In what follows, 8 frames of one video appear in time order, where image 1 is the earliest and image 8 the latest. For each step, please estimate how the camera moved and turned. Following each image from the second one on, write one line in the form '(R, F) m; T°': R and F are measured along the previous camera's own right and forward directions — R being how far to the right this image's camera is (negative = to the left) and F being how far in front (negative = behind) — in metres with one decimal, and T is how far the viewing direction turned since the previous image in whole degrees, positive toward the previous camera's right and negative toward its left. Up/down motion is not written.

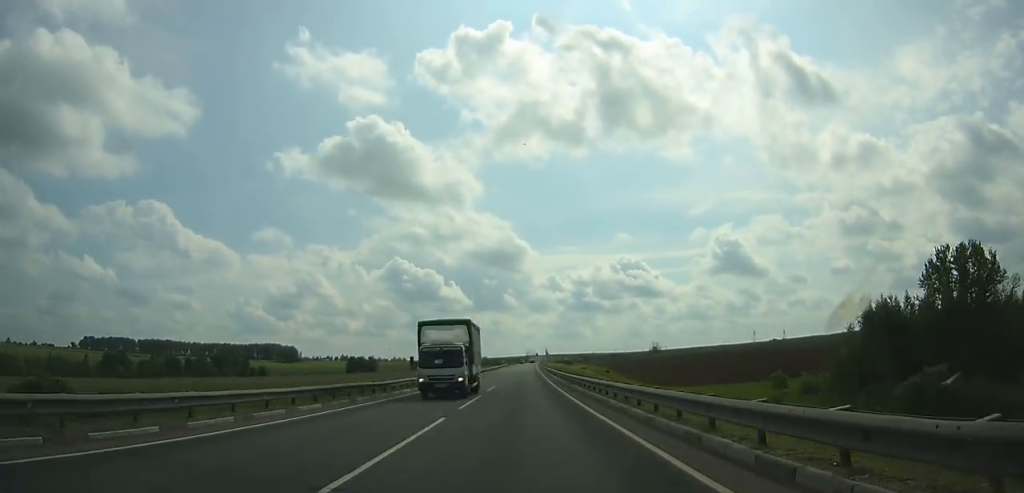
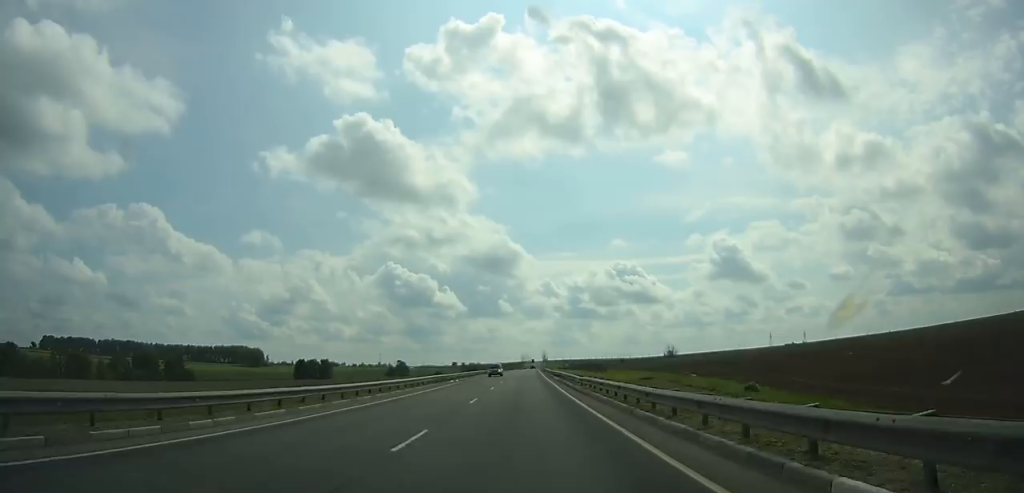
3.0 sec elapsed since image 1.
(+0.5, +84.3) m; +1°
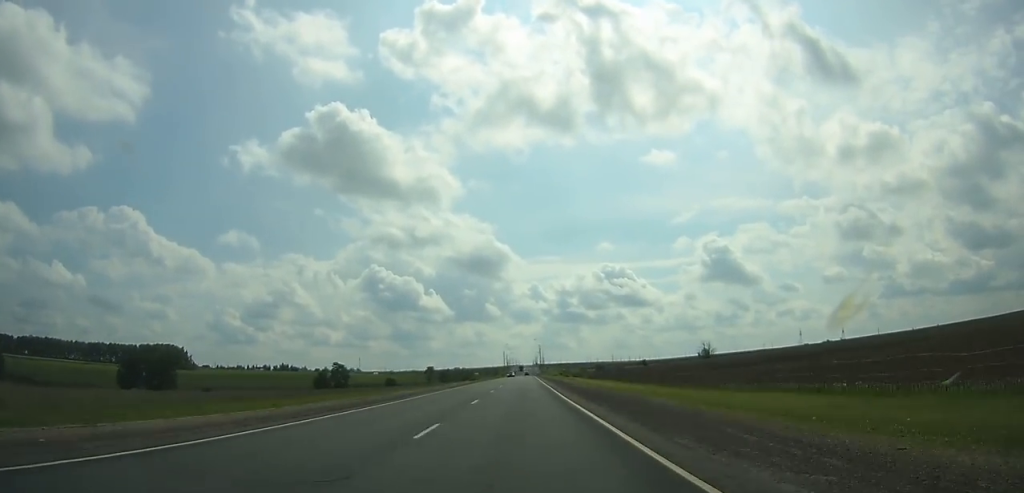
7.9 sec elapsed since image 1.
(+1.3, +141.8) m; +1°
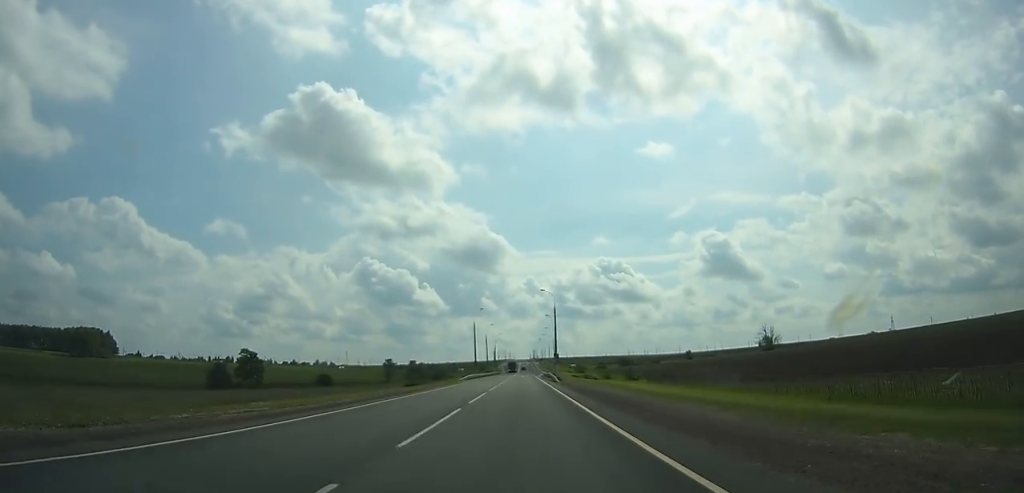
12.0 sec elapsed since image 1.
(+0.2, +112.8) m; 0°
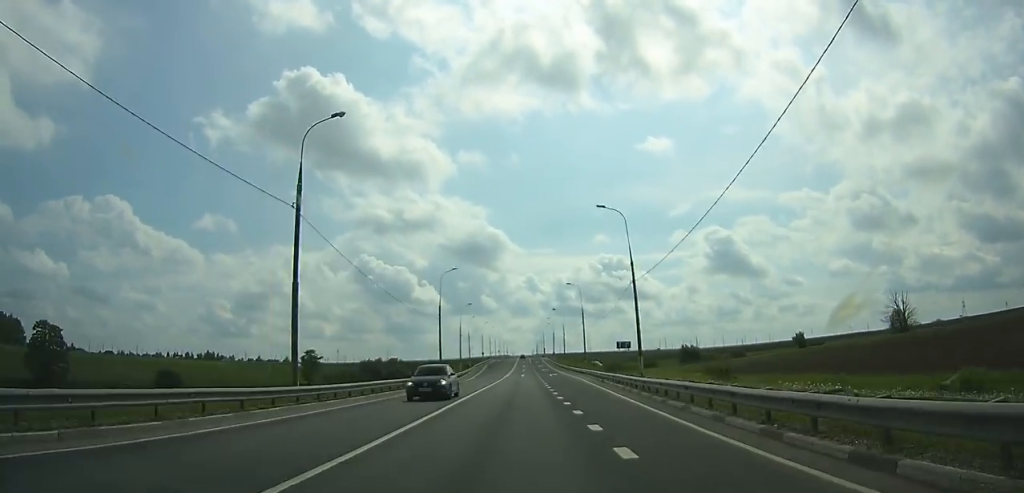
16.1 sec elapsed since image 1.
(+0.2, +107.3) m; 0°
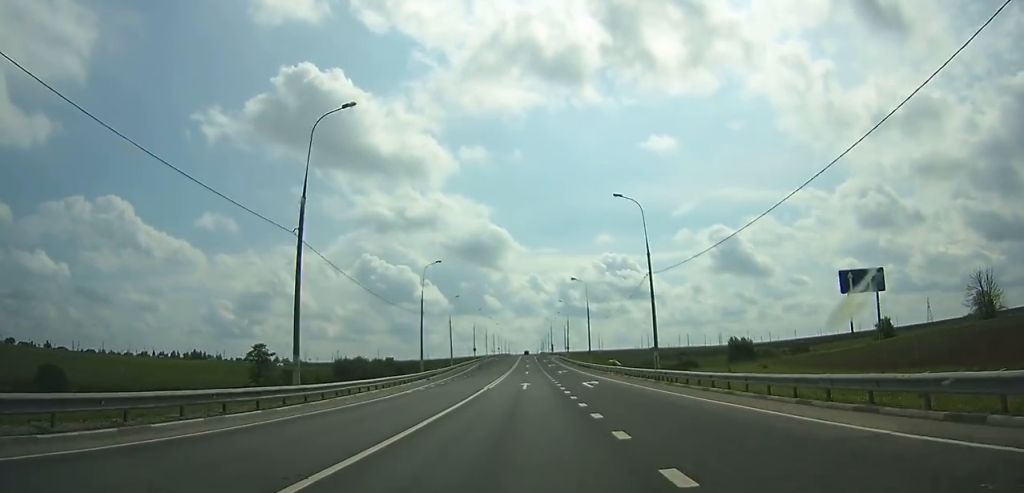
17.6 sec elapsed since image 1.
(+0.1, +40.1) m; 0°
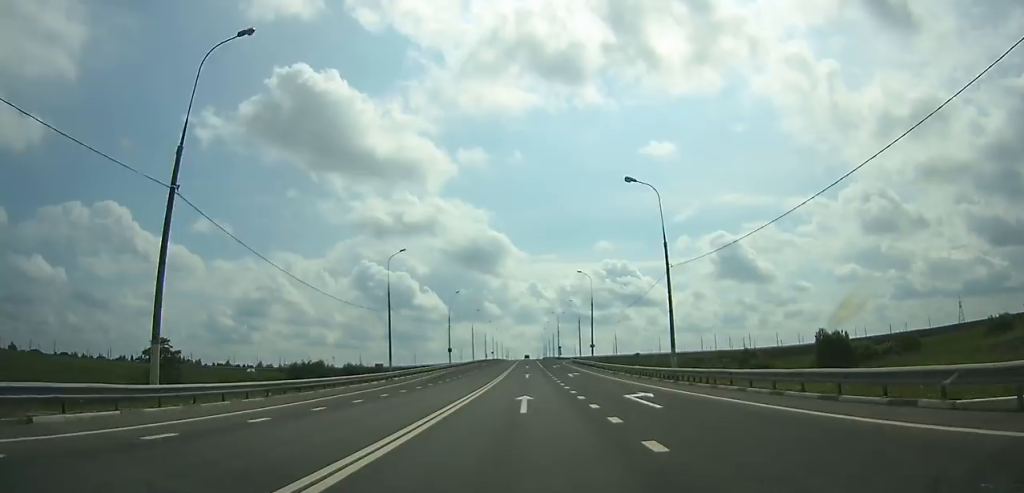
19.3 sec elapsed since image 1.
(-0.1, +46.1) m; 0°
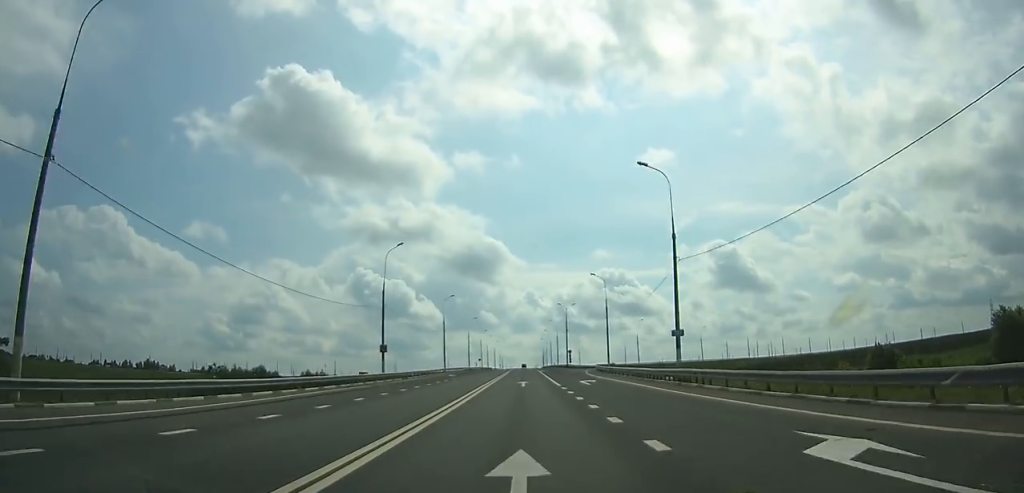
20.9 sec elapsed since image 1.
(-0.1, +43.7) m; 0°
